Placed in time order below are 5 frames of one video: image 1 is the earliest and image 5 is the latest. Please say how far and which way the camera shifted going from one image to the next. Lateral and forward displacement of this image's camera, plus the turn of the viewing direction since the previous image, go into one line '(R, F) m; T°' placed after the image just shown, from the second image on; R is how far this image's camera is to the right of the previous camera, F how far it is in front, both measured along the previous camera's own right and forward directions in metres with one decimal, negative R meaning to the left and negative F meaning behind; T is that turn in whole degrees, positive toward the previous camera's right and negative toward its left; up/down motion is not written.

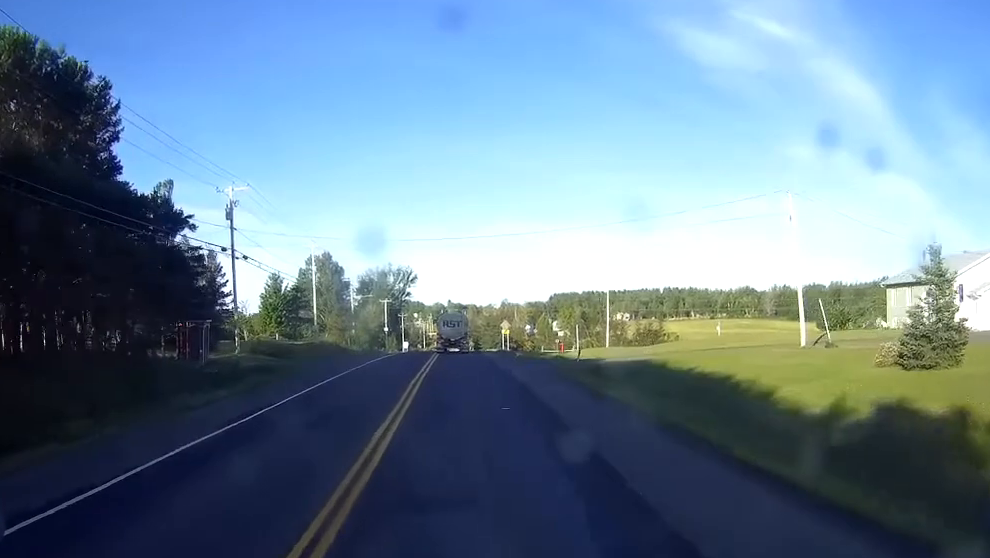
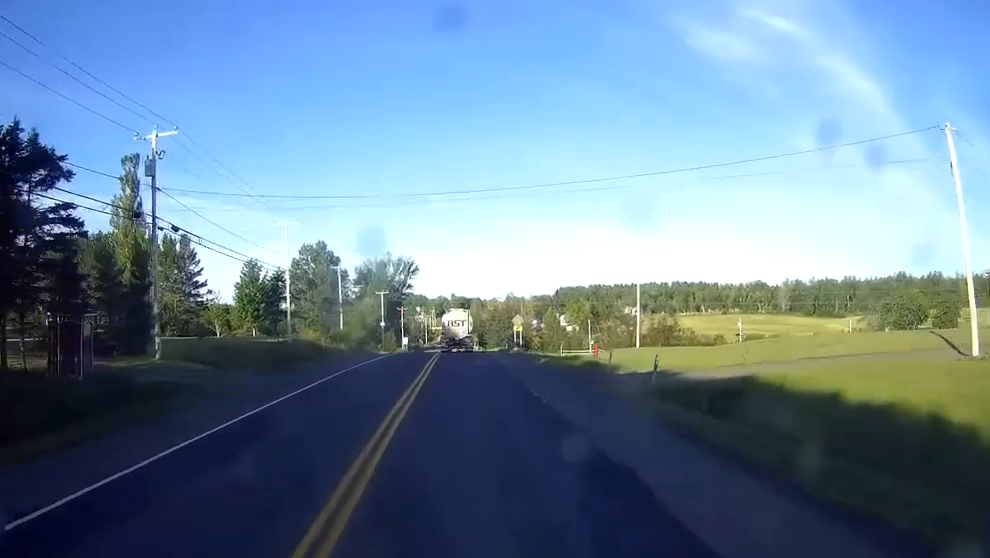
(-0.1, +16.0) m; 0°
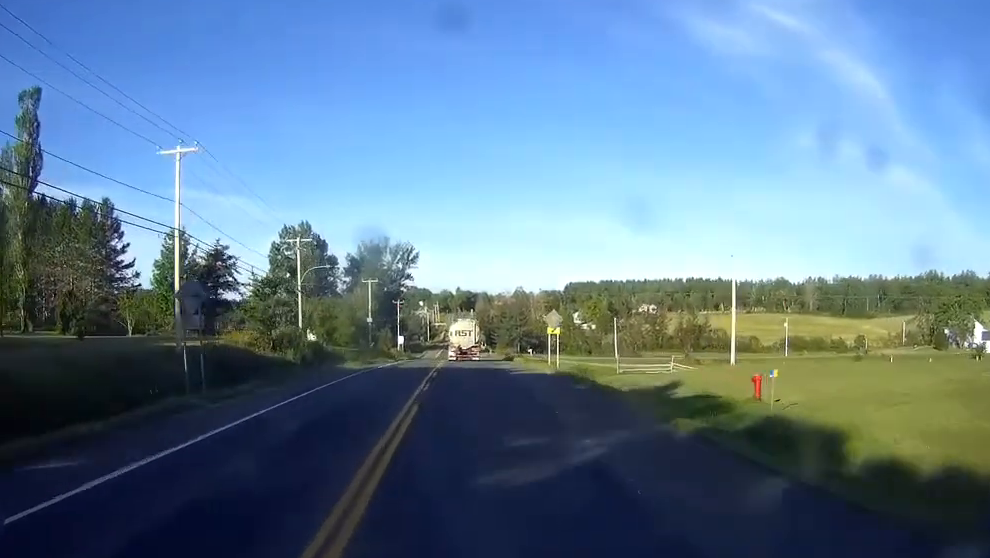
(0.0, +30.7) m; 0°
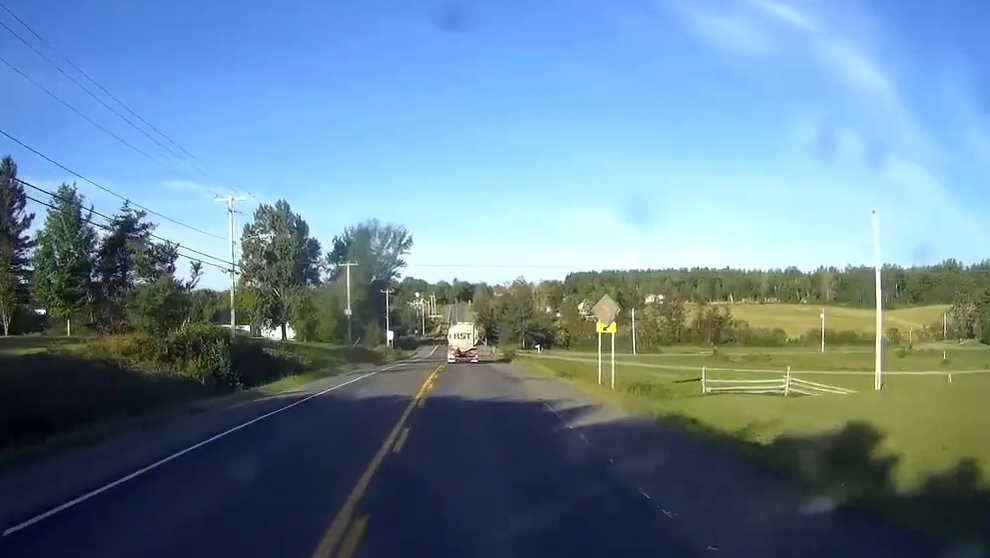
(-0.1, +22.5) m; 0°
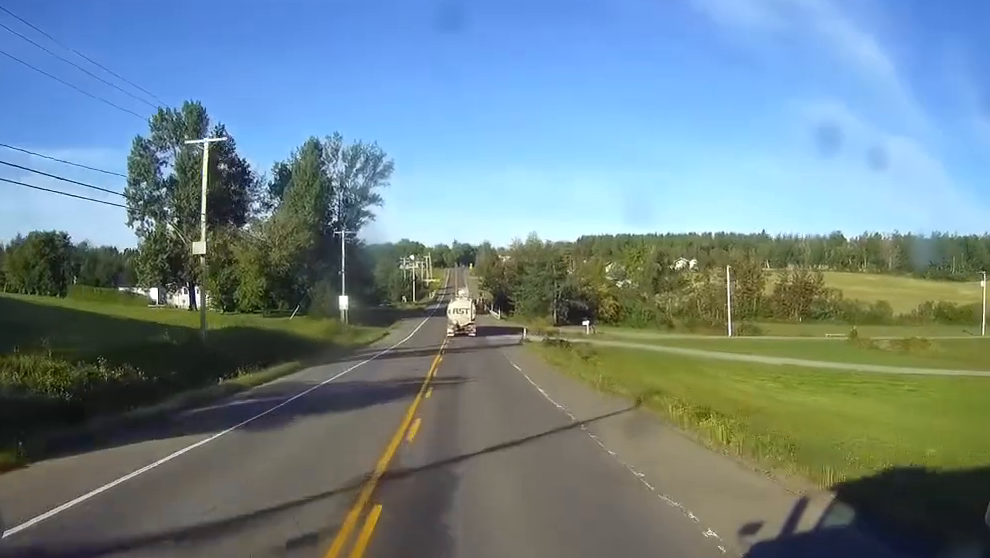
(+0.3, +61.8) m; 0°
